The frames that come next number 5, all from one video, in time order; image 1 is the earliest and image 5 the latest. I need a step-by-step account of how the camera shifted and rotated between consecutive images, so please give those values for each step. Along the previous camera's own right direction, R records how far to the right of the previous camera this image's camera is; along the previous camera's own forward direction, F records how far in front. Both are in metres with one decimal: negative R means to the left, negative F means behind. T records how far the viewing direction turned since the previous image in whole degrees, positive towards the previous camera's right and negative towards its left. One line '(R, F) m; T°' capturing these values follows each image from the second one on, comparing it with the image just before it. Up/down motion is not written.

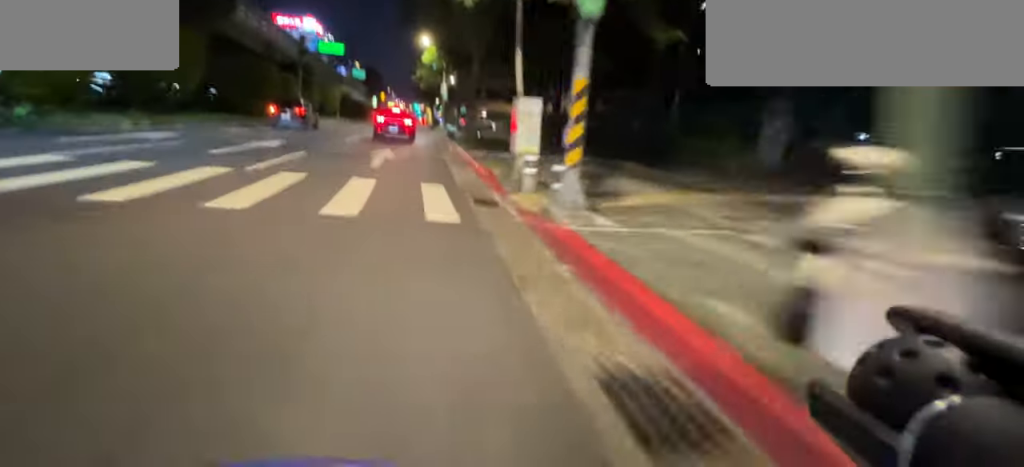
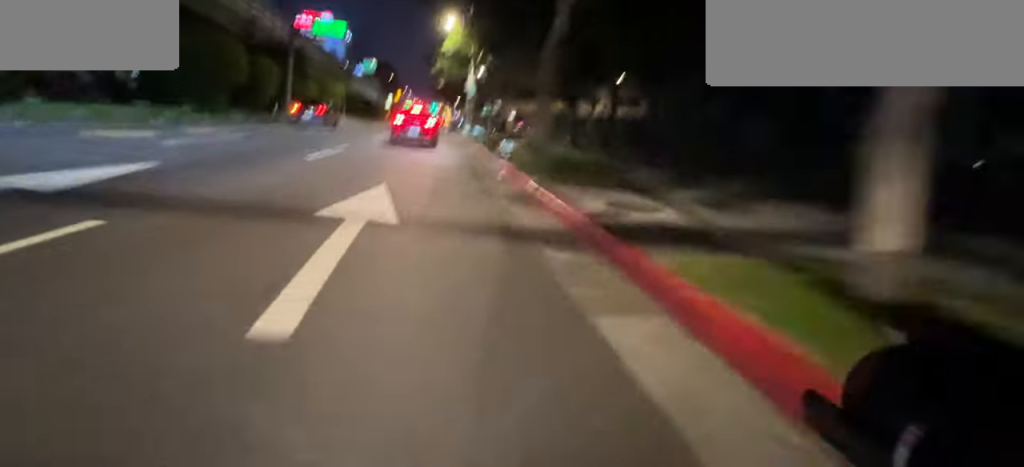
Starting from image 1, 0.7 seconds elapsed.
(-0.2, +6.8) m; -3°
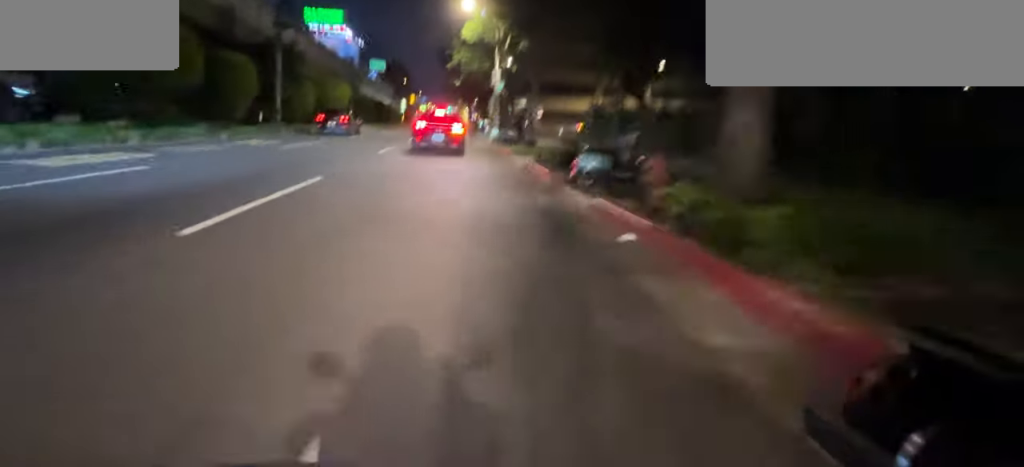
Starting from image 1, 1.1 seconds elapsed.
(-0.2, +4.7) m; -3°
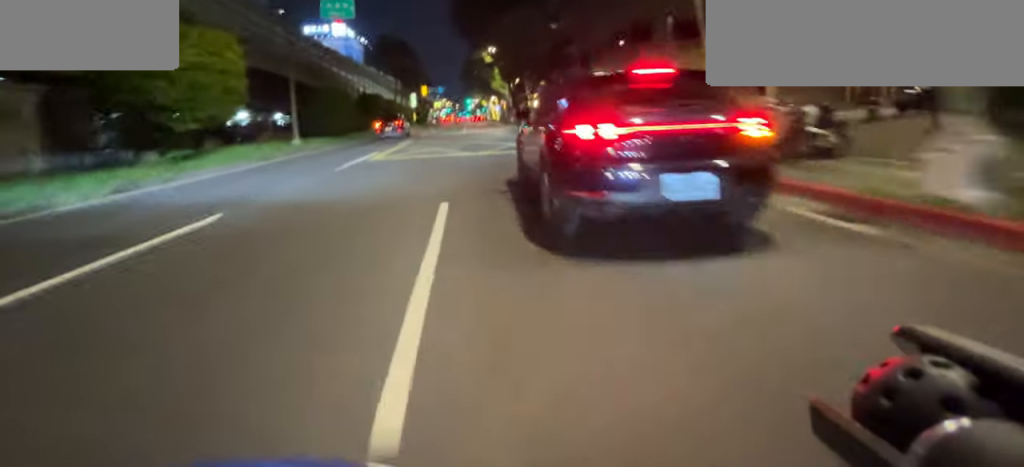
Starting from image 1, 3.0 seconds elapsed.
(-0.2, +20.6) m; +2°
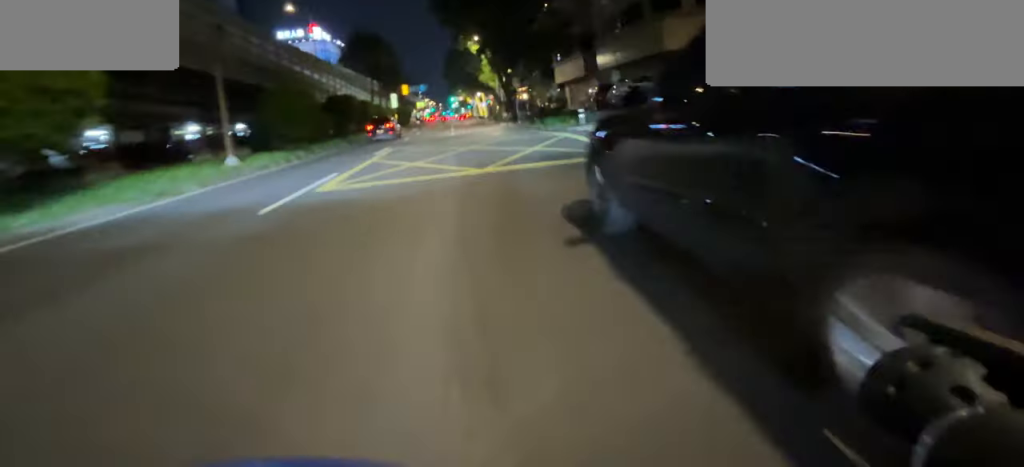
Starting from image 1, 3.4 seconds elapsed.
(0.0, +5.2) m; +1°
